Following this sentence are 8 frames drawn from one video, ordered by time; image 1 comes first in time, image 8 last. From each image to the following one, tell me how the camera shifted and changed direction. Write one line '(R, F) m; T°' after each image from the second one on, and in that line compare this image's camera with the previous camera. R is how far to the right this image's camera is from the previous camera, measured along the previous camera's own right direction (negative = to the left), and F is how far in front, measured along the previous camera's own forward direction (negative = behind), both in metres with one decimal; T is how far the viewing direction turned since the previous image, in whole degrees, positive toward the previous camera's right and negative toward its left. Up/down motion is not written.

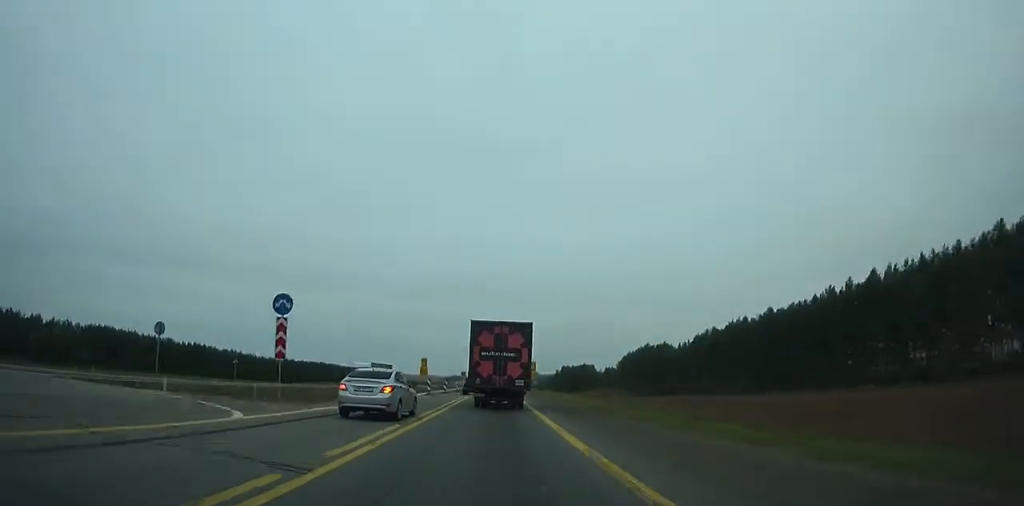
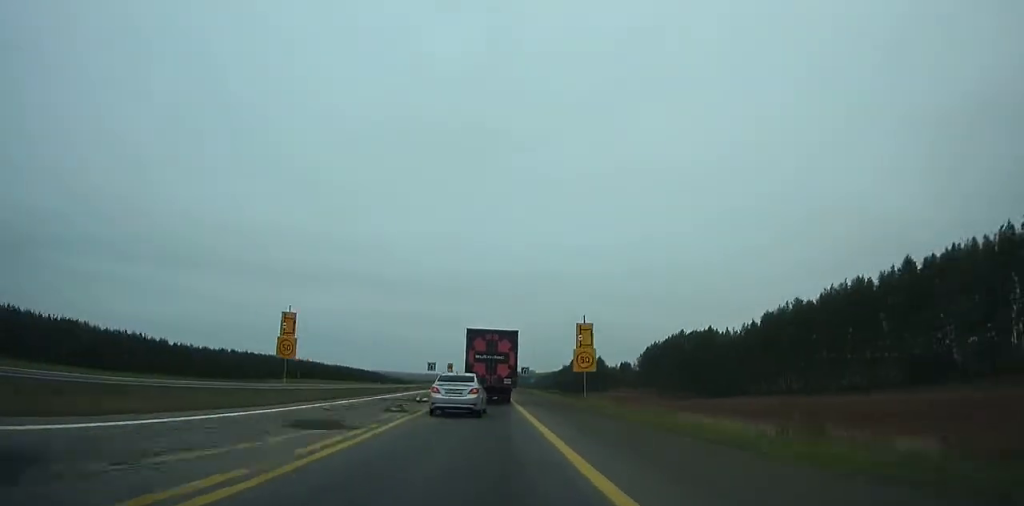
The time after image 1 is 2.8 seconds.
(+1.2, +57.1) m; +2°
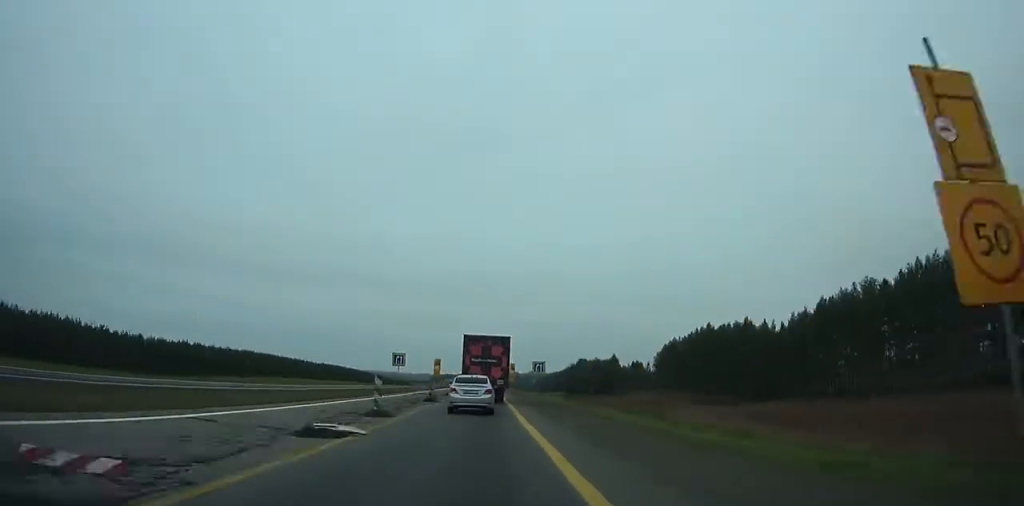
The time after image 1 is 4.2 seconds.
(+0.7, +28.3) m; +1°
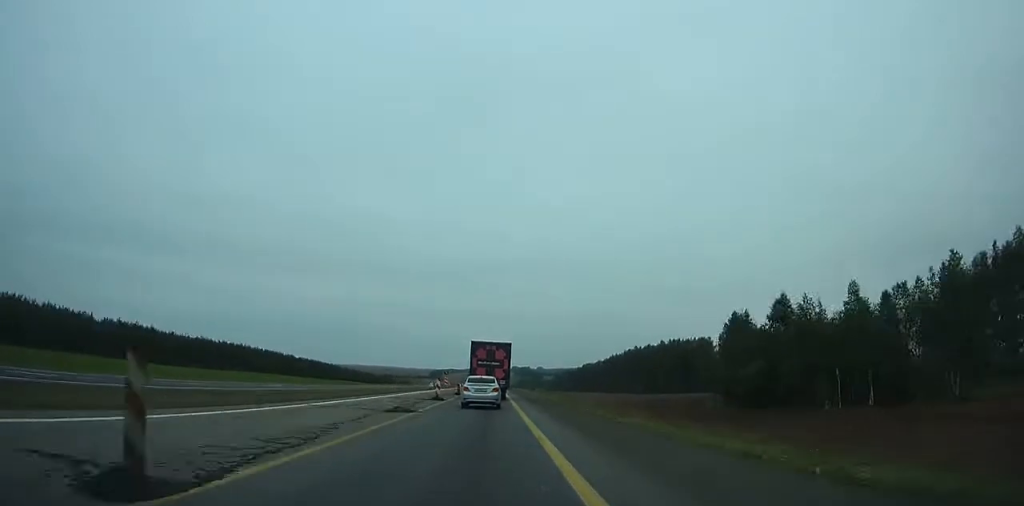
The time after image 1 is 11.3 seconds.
(-3.6, +141.8) m; -2°
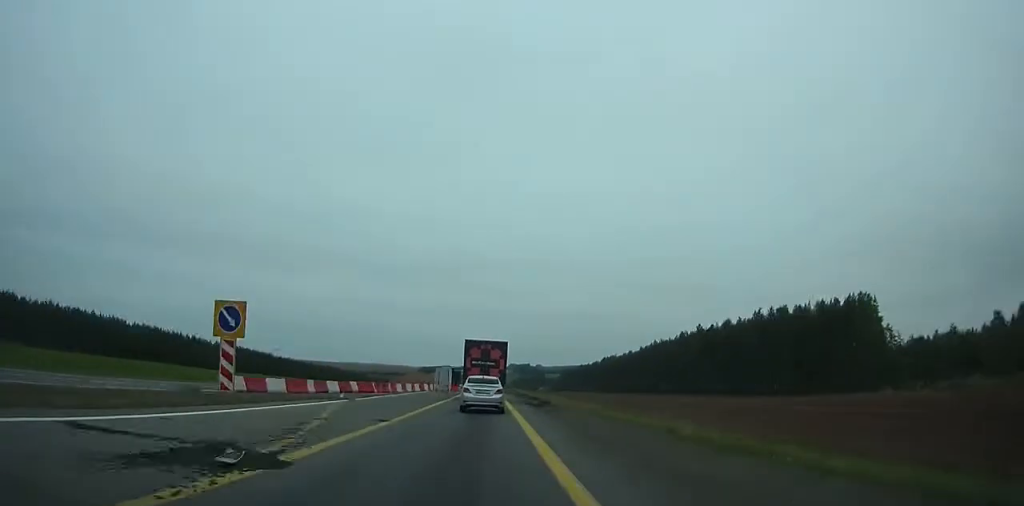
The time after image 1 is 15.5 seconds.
(-0.1, +82.3) m; 0°
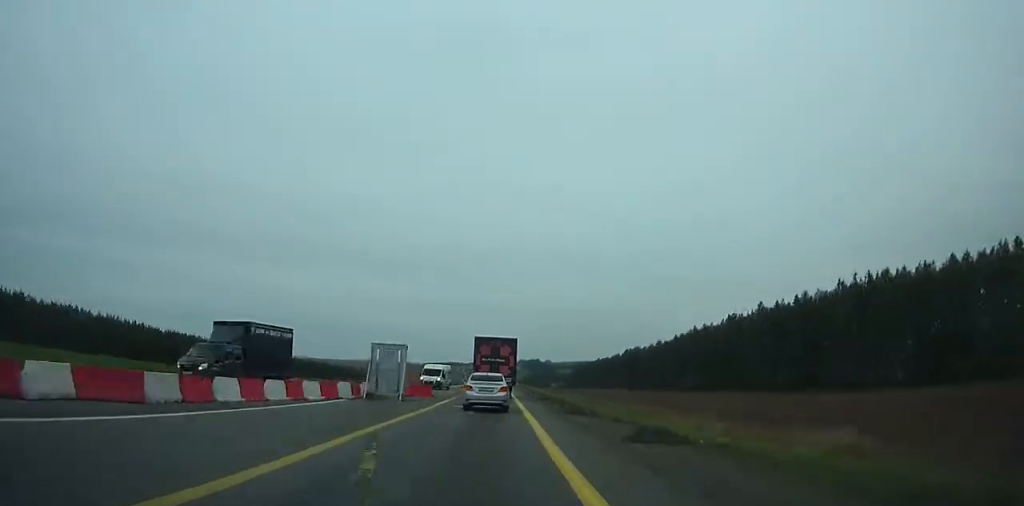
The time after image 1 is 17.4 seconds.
(0.0, +36.4) m; 0°
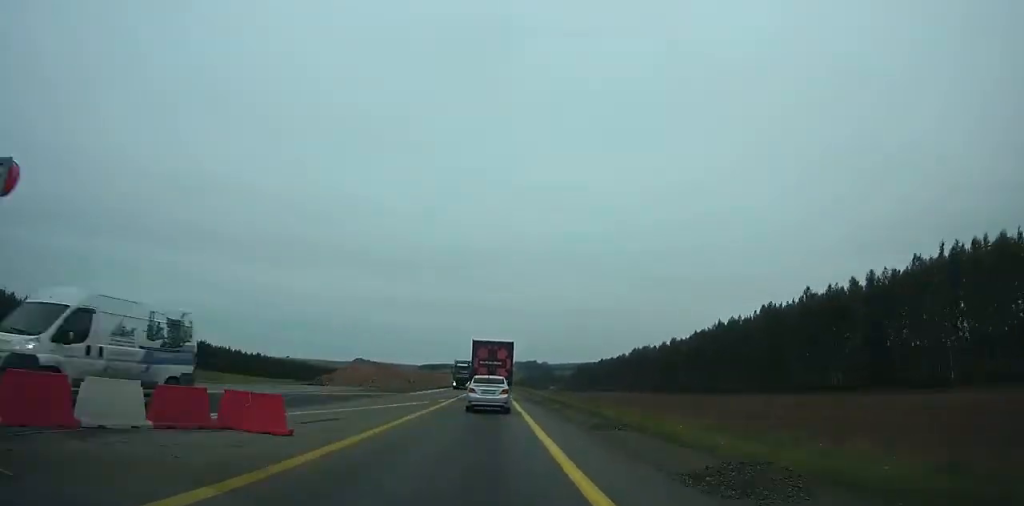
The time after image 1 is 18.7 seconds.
(0.0, +24.8) m; 0°
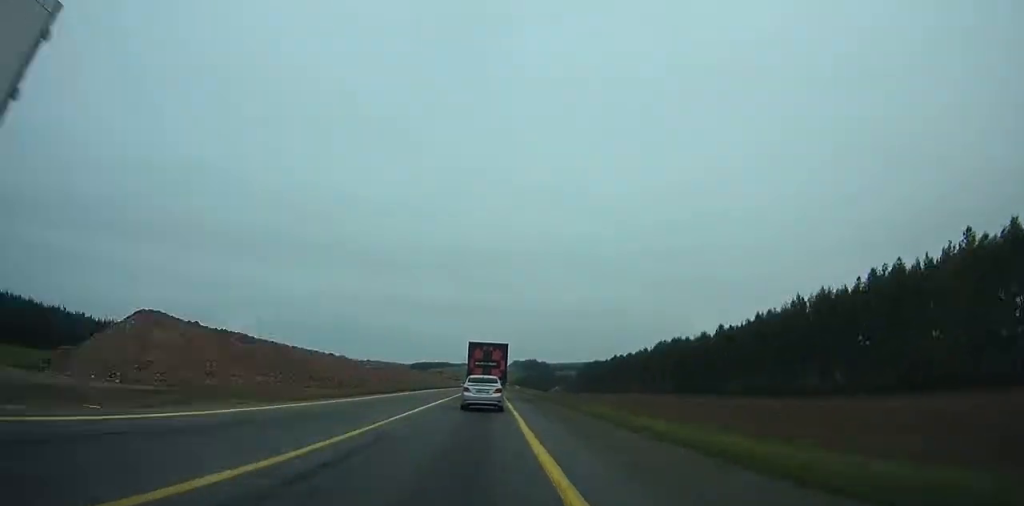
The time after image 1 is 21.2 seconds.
(0.0, +47.1) m; 0°
